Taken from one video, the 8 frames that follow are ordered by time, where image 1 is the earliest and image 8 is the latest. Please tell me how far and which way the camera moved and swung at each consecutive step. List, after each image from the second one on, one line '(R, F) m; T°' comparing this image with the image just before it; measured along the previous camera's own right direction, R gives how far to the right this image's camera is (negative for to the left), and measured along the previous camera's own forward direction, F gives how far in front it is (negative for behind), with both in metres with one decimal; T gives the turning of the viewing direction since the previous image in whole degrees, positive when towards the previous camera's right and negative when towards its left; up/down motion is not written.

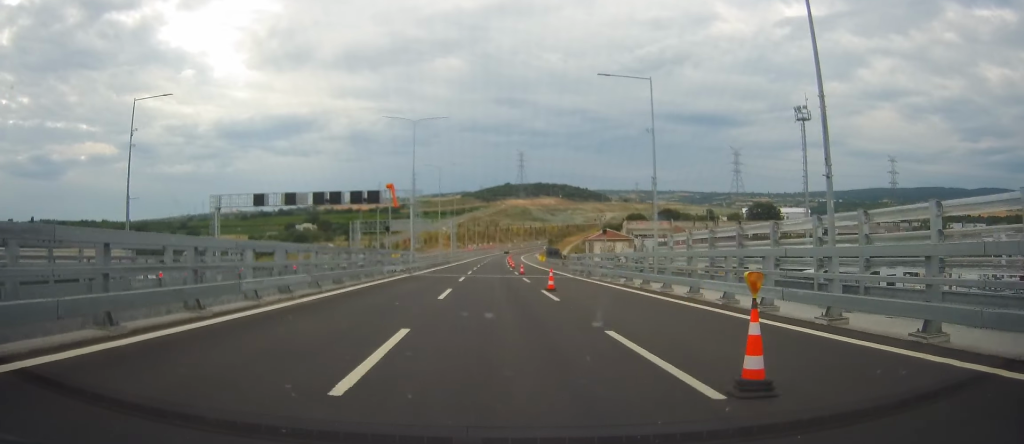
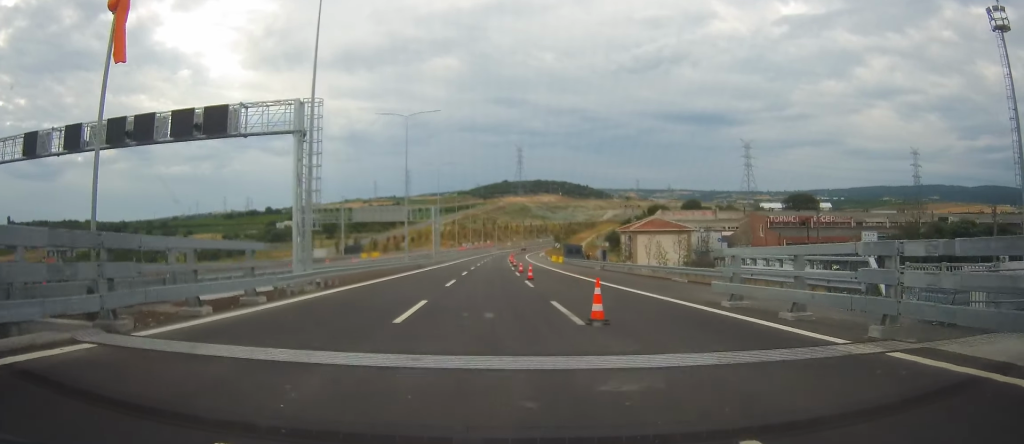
(+0.4, +38.6) m; +1°
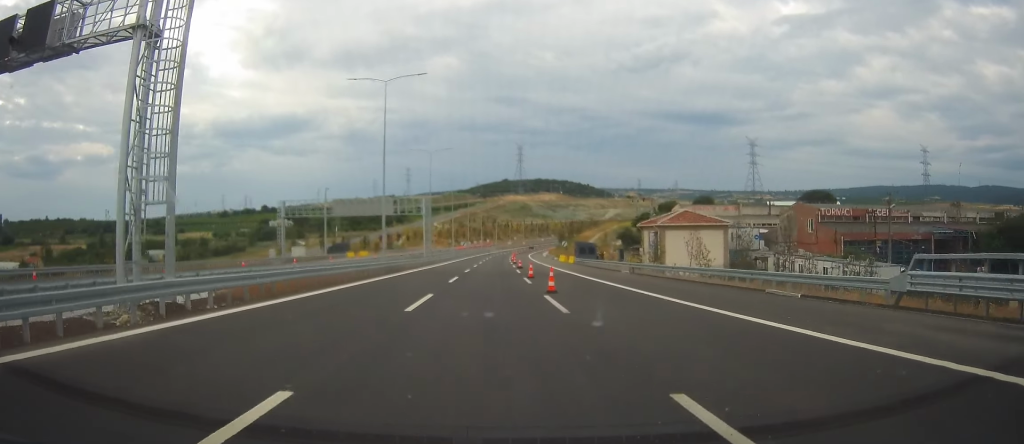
(+0.2, +14.1) m; 0°
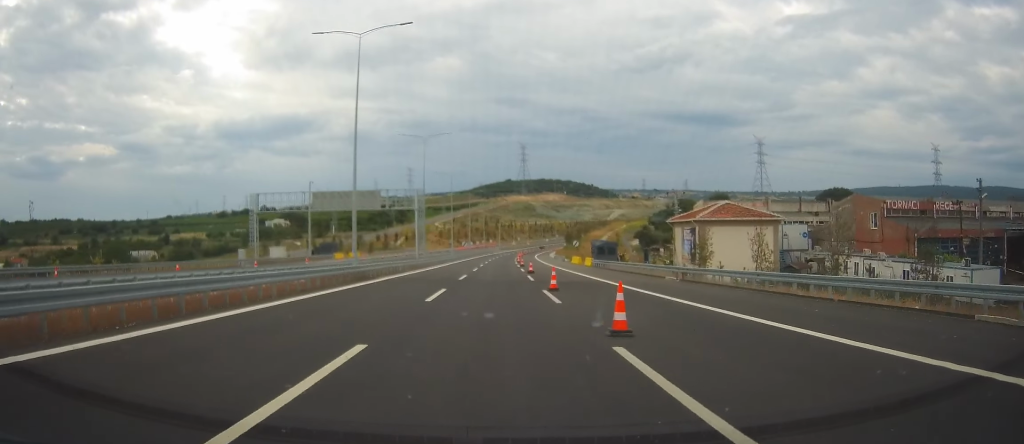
(0.0, +13.1) m; 0°
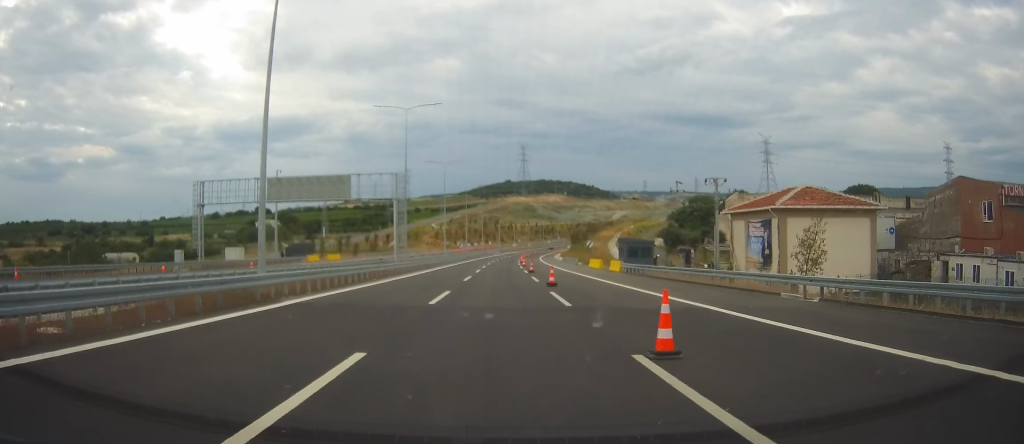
(-0.1, +17.2) m; 0°
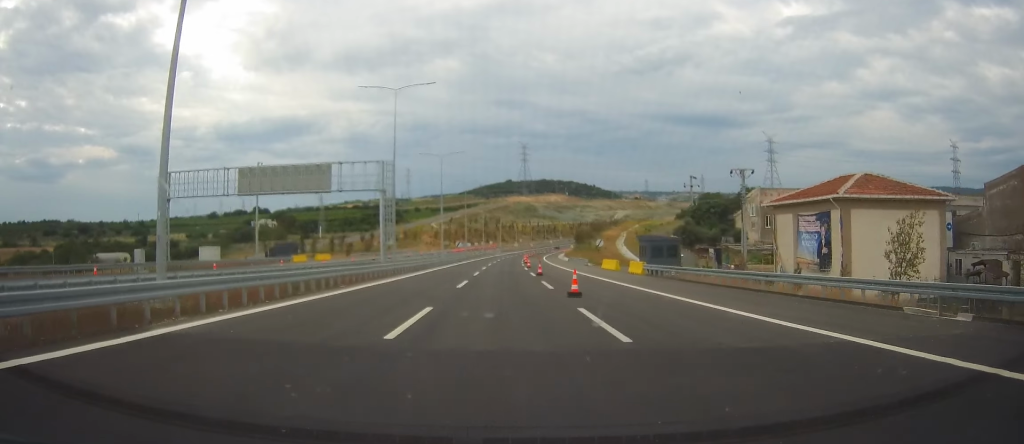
(+0.1, +8.1) m; 0°
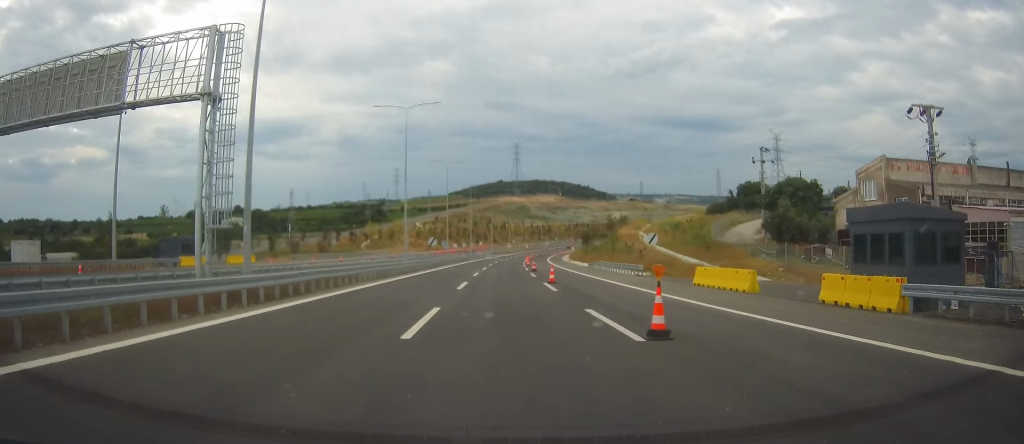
(-0.6, +33.2) m; -2°
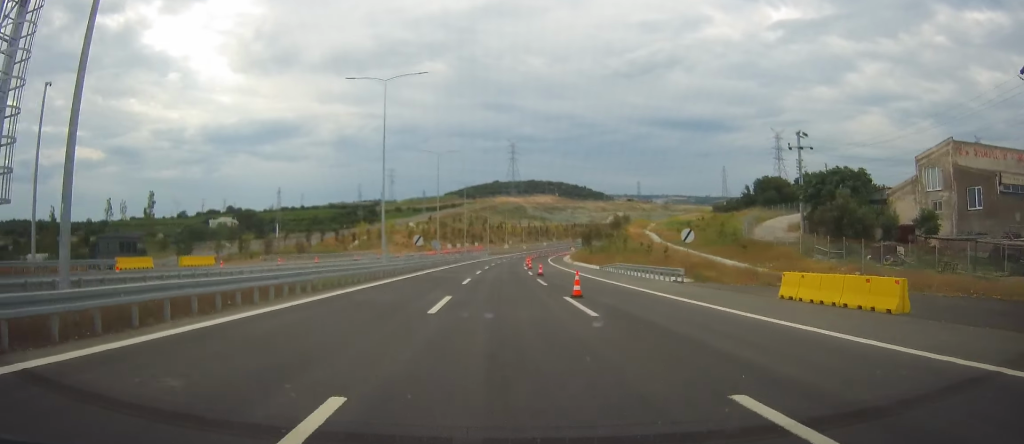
(0.0, +10.6) m; 0°
